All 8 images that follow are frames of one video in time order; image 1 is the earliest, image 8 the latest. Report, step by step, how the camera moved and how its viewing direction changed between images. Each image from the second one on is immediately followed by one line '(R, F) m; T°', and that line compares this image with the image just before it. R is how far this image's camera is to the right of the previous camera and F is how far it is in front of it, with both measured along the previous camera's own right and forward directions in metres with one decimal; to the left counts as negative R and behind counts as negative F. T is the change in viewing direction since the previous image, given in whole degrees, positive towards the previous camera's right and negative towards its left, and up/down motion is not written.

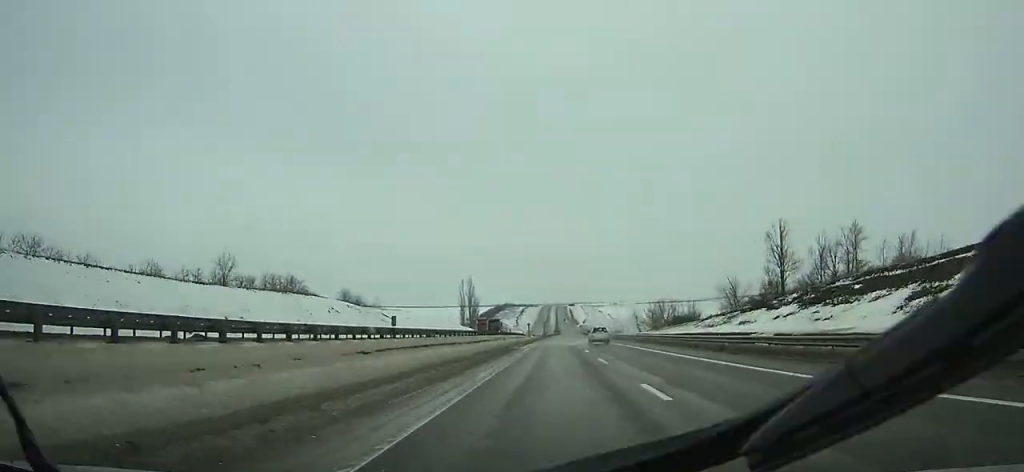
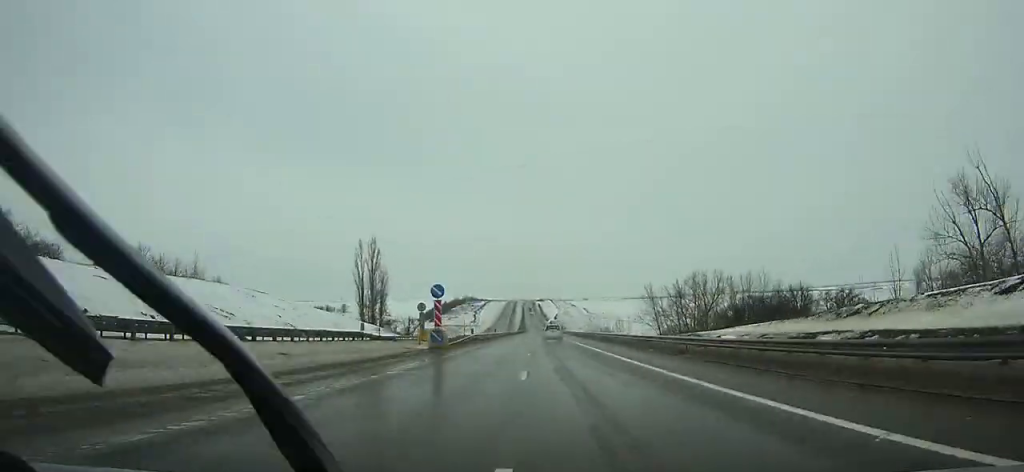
(+1.5, +103.6) m; +1°
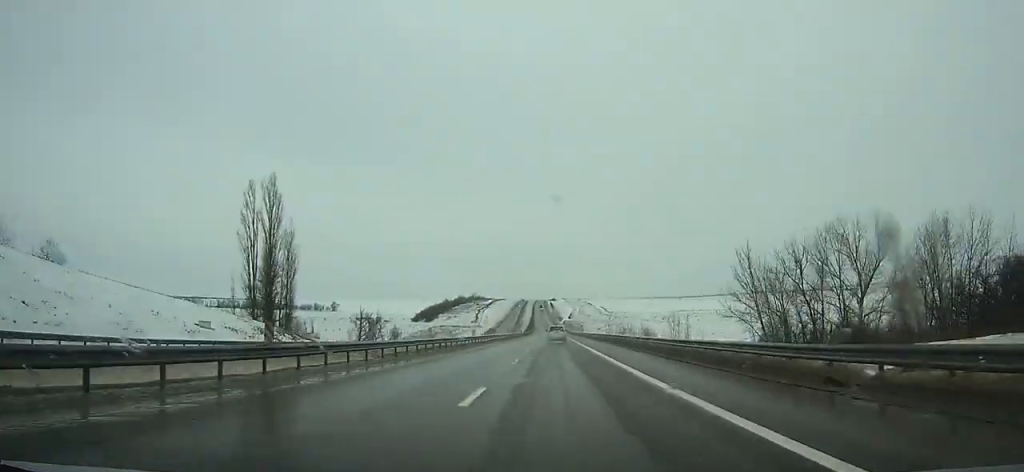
(0.0, +65.8) m; 0°
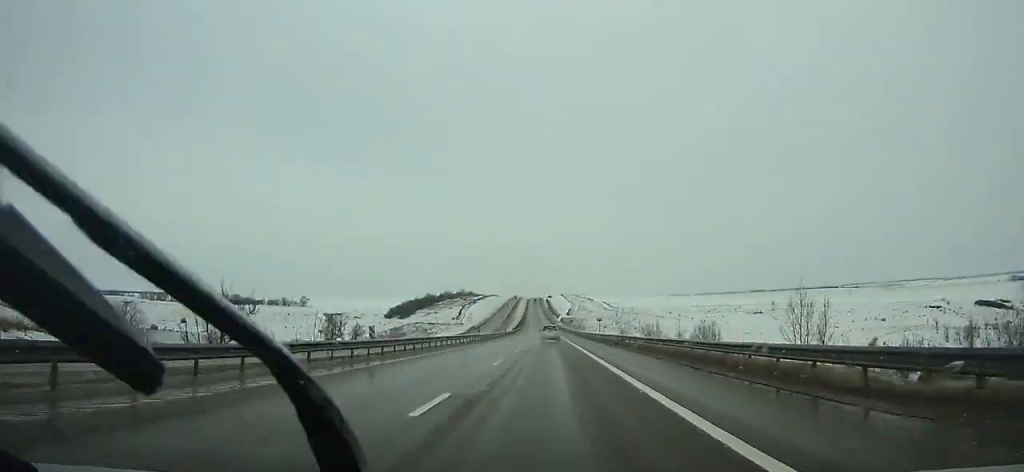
(-0.1, +63.0) m; 0°
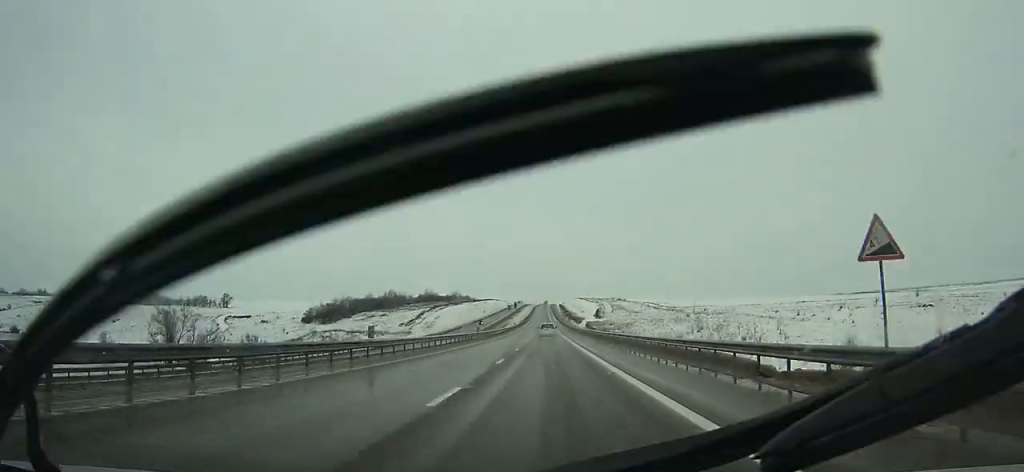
(-1.2, +143.4) m; -1°
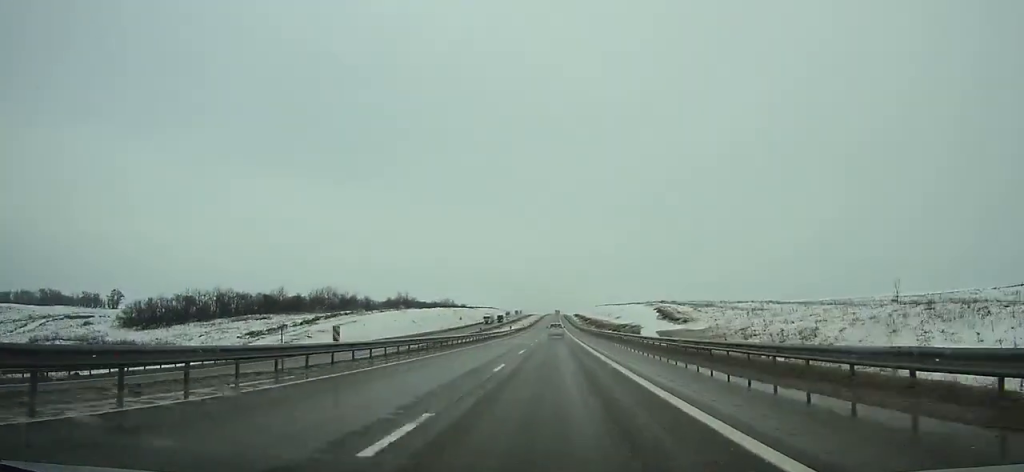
(-0.9, +114.0) m; 0°
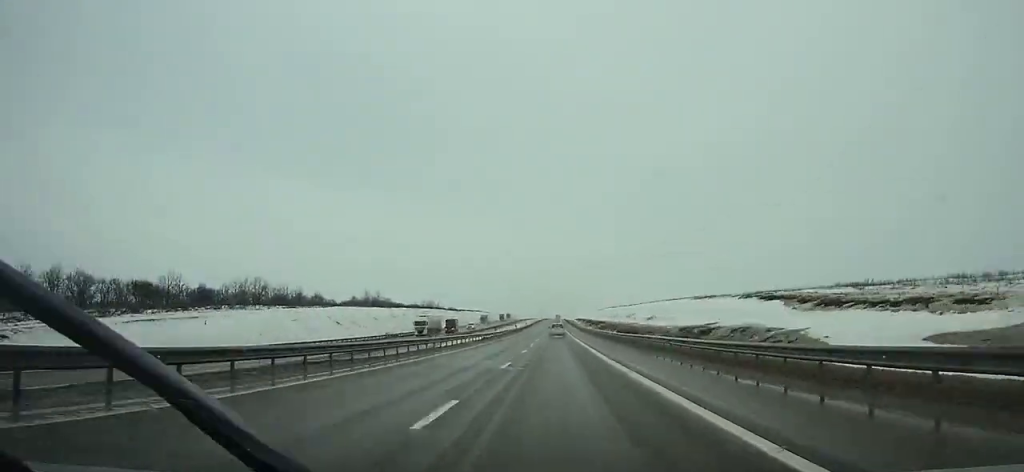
(0.0, +57.9) m; 0°
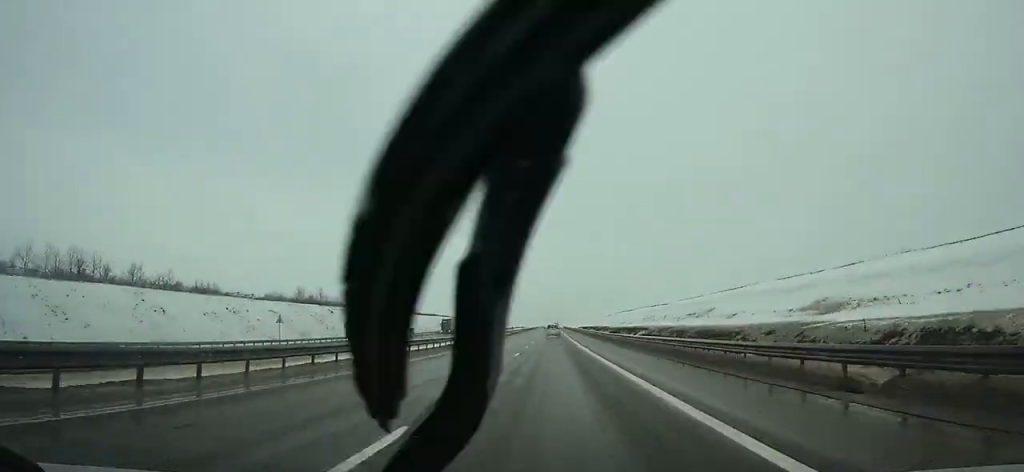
(+0.2, +73.9) m; 0°
